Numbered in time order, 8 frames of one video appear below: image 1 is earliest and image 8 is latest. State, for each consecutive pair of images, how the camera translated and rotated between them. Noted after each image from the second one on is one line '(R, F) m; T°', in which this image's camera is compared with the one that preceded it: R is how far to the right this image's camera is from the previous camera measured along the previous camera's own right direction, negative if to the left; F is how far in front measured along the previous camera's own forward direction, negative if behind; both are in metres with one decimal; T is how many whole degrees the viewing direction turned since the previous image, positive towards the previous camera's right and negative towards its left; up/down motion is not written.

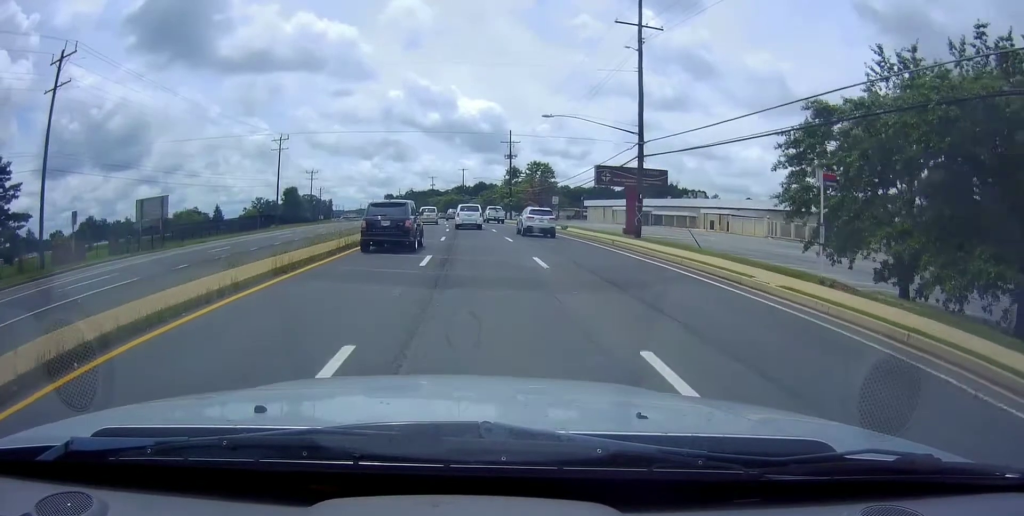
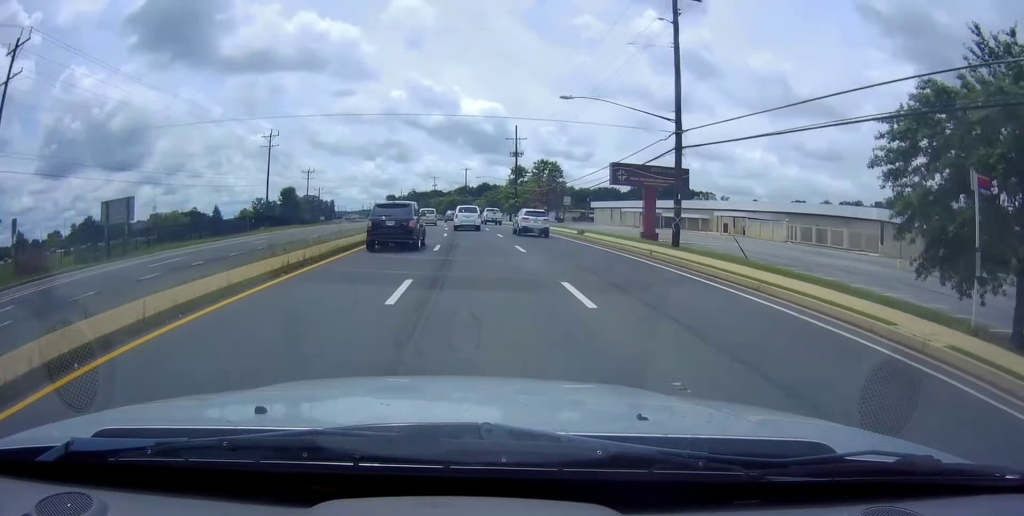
(0.0, +6.2) m; -1°
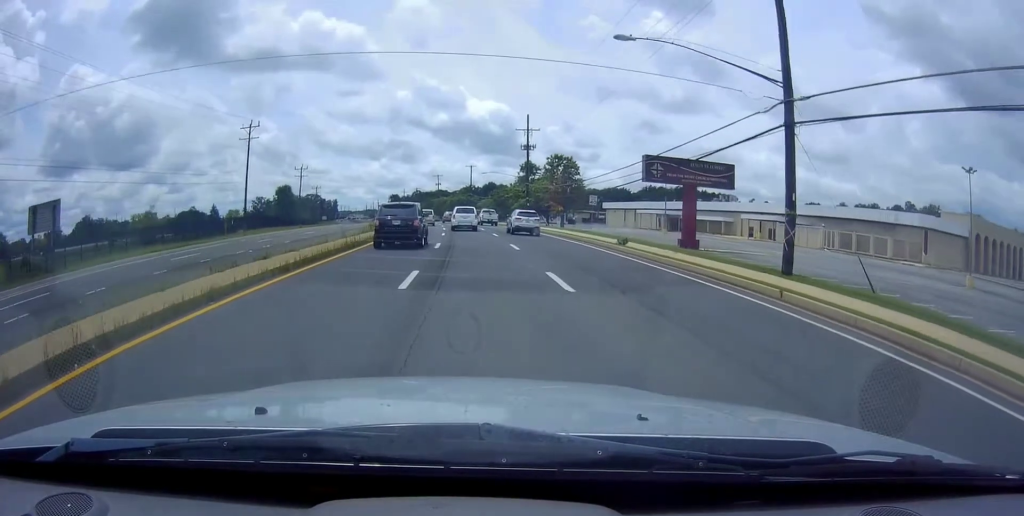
(-0.1, +10.9) m; -2°
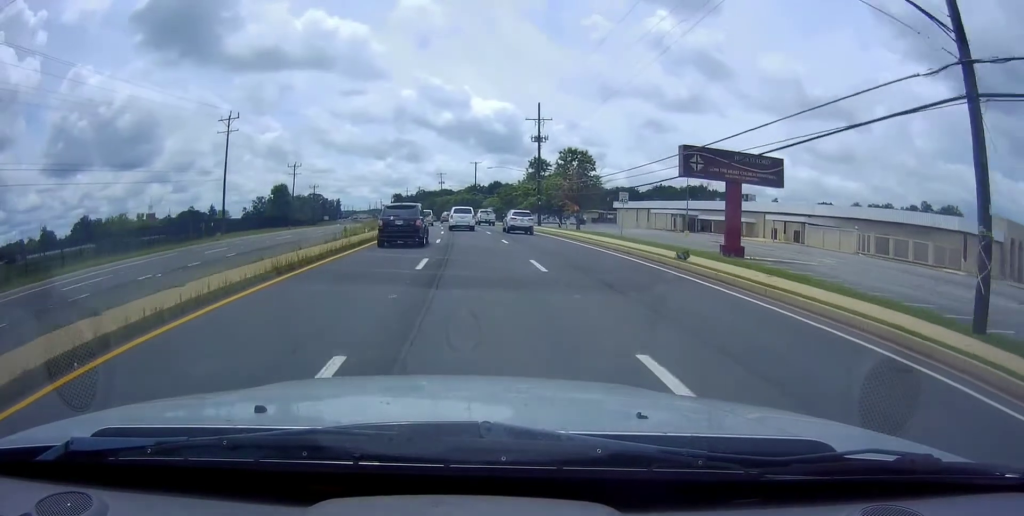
(-0.2, +8.8) m; 0°
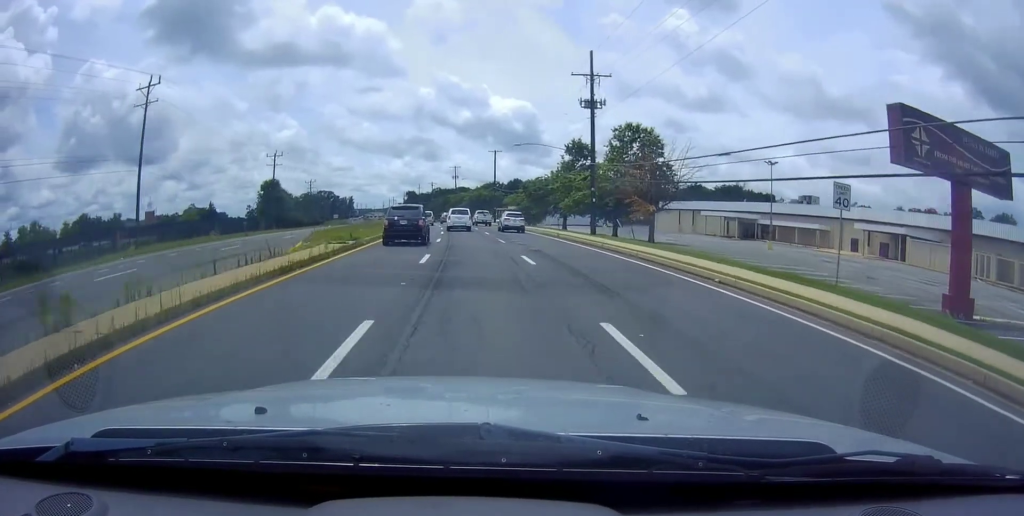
(+0.2, +23.3) m; +1°
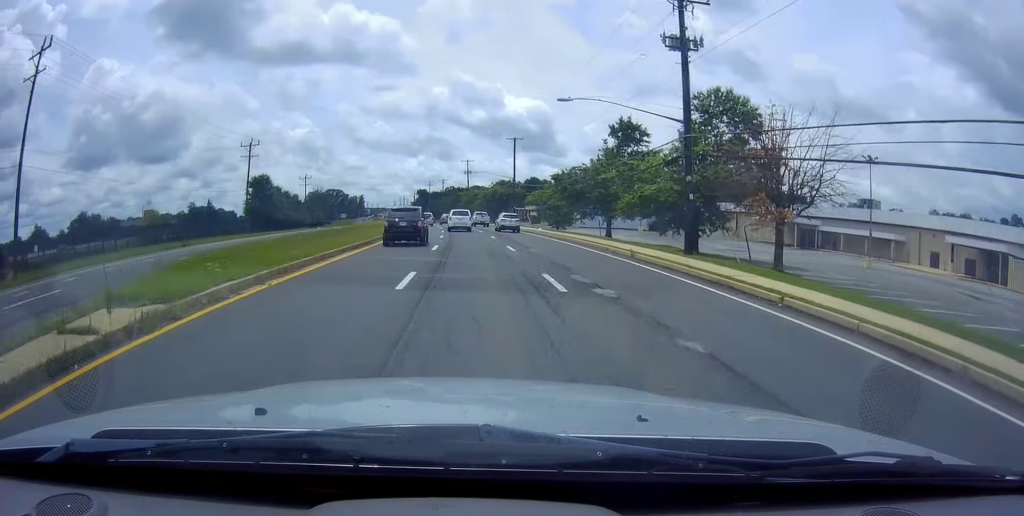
(-0.5, +18.3) m; -4°
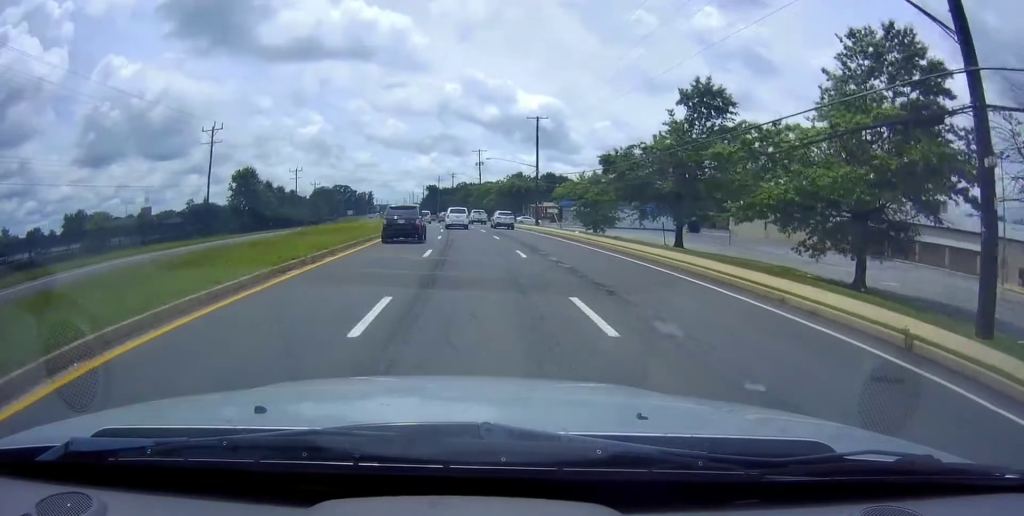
(-0.6, +17.3) m; -2°
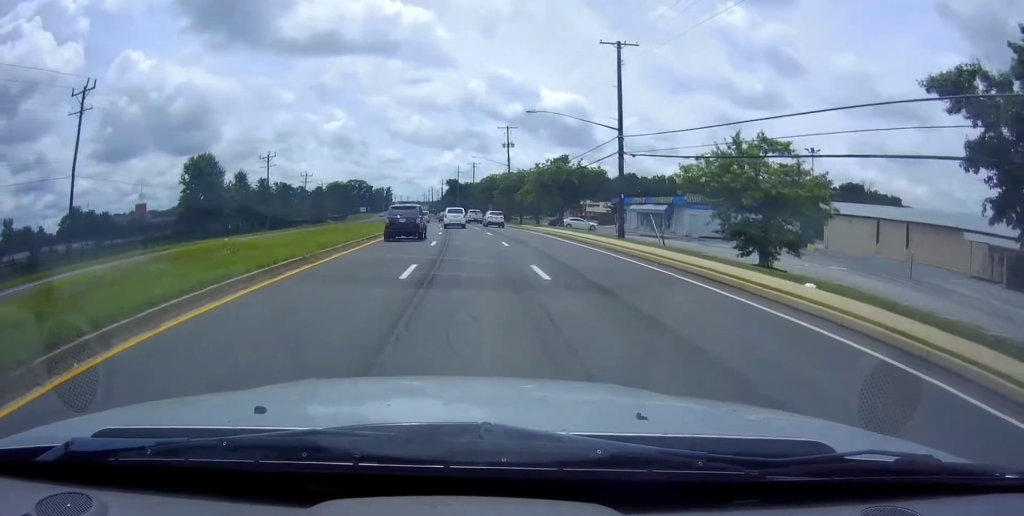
(-0.2, +31.6) m; -2°
